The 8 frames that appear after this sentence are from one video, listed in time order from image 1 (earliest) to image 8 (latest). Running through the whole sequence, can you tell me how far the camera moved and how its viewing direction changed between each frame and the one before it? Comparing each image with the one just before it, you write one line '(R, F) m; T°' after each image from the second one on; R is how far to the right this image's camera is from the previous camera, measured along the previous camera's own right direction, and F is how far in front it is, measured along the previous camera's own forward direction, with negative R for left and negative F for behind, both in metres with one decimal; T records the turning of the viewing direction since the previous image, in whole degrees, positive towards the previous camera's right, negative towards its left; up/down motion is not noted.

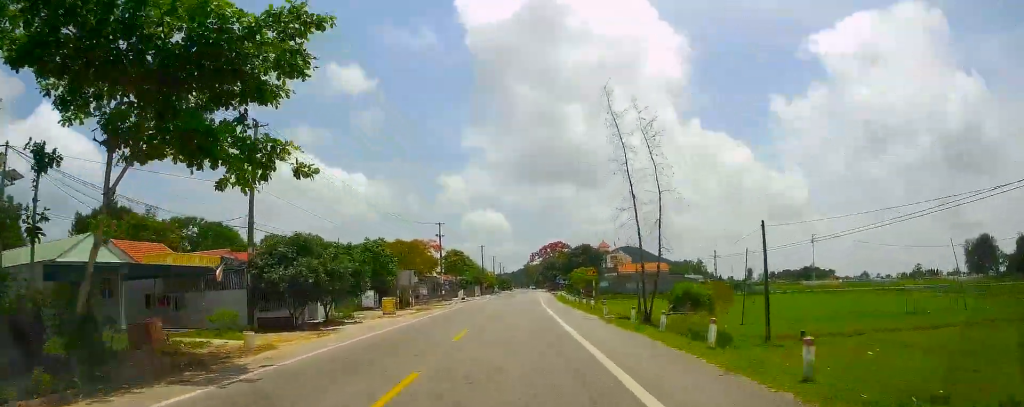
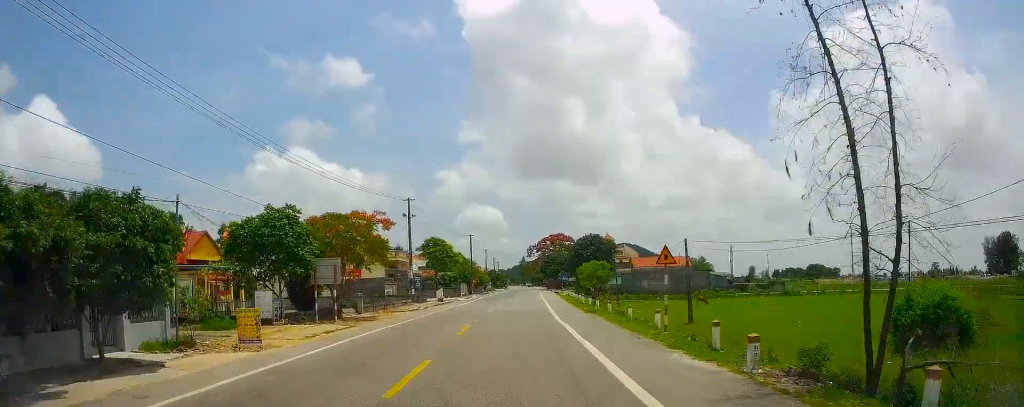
(+0.2, +18.3) m; -1°
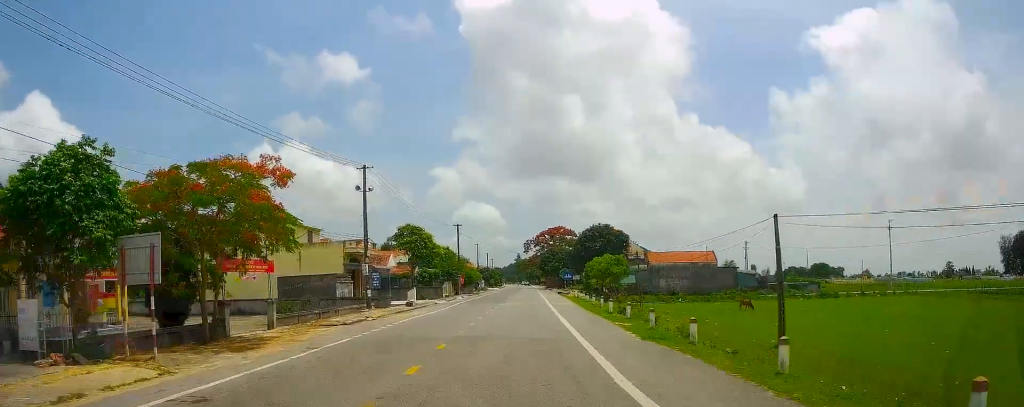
(-0.4, +14.6) m; +1°
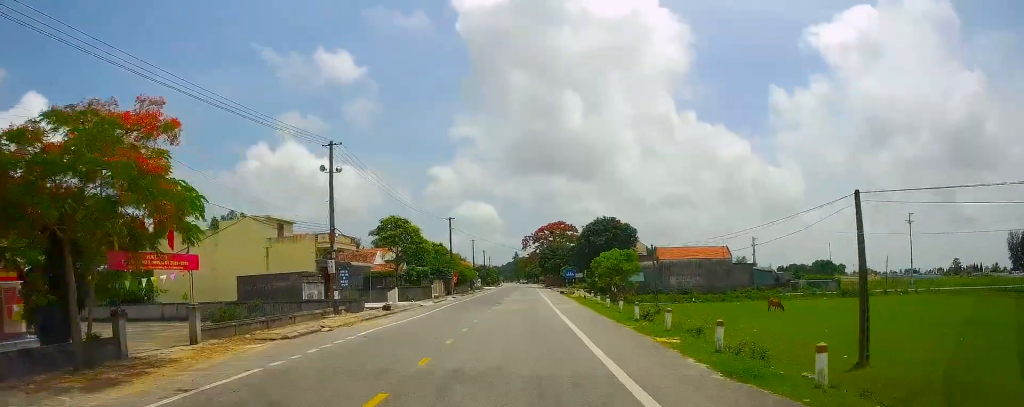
(+0.4, +6.8) m; +1°
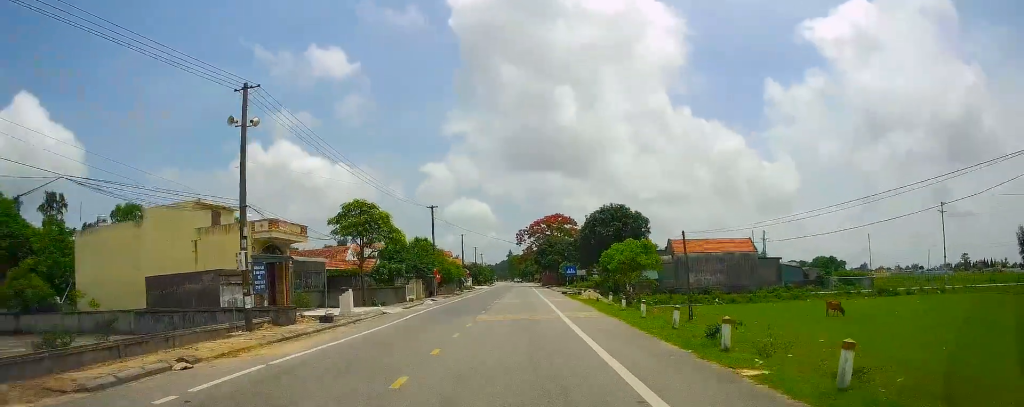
(+0.1, +10.5) m; 0°
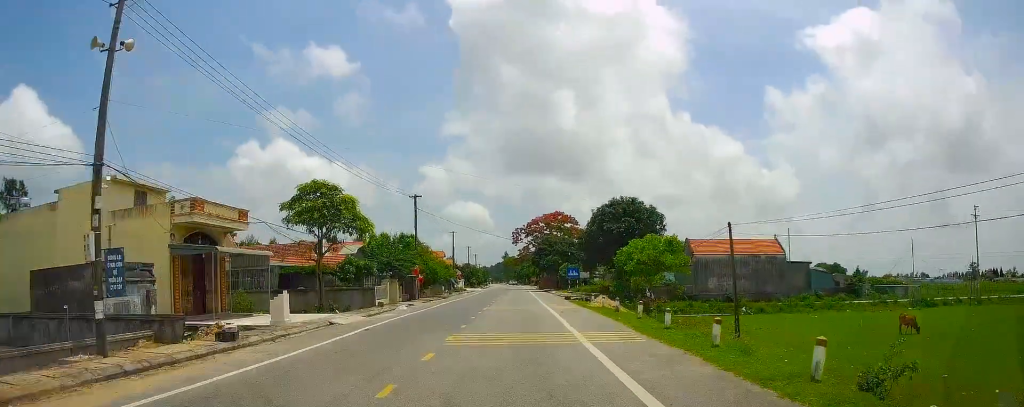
(0.0, +8.9) m; -2°
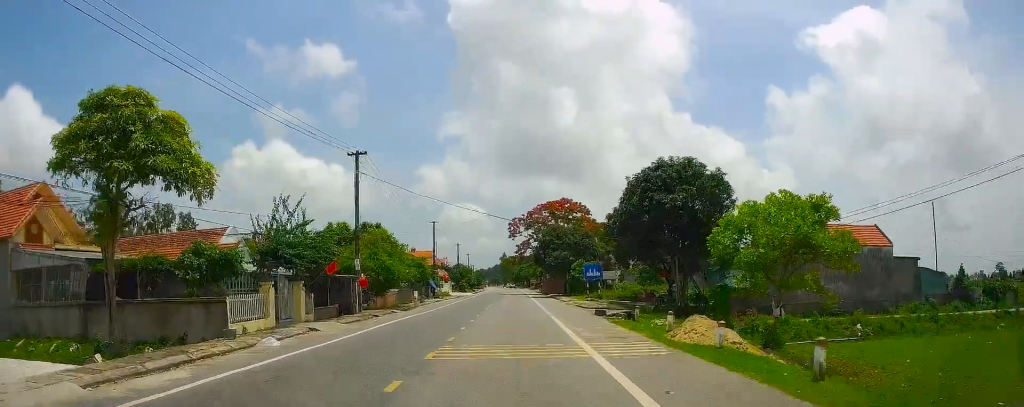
(-0.2, +20.1) m; +1°
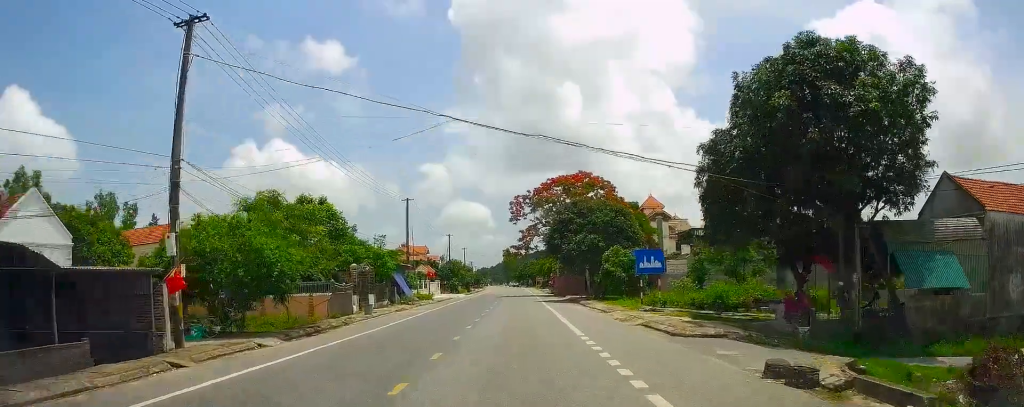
(+0.4, +21.7) m; +2°
